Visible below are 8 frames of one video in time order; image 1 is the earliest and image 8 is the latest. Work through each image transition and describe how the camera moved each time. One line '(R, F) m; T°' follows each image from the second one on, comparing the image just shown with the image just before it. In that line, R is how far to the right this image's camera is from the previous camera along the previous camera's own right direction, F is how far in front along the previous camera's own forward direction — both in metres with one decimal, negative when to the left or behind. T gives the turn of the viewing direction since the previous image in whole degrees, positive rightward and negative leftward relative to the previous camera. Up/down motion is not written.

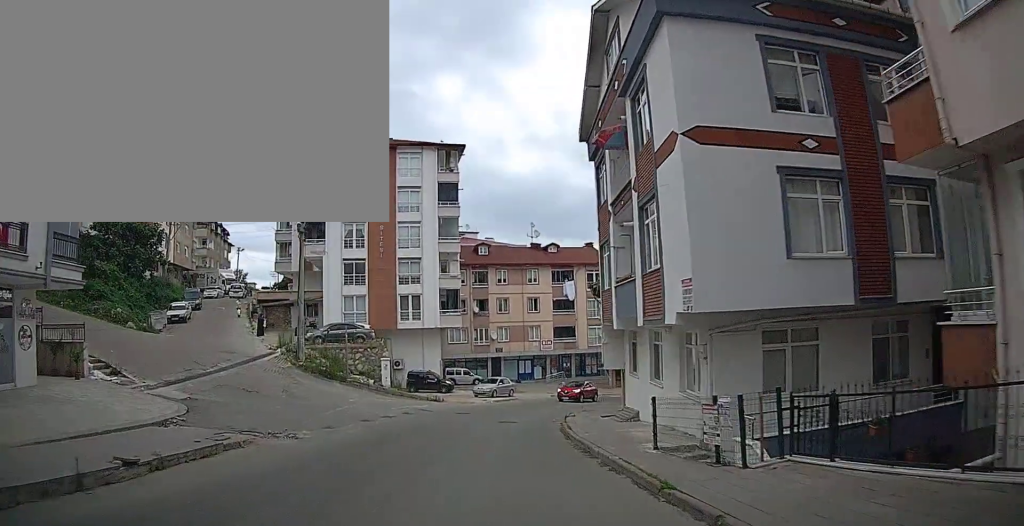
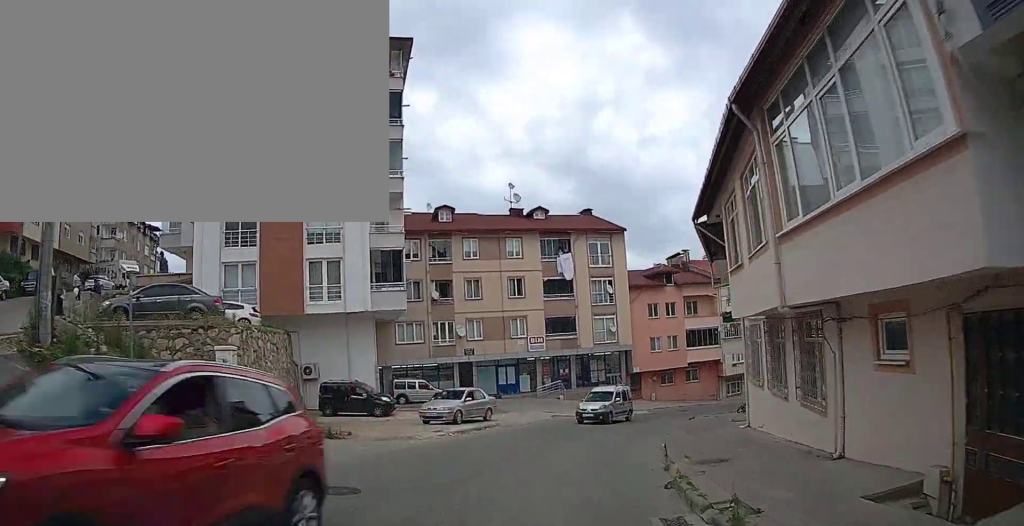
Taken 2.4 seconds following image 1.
(-0.5, +18.4) m; +3°
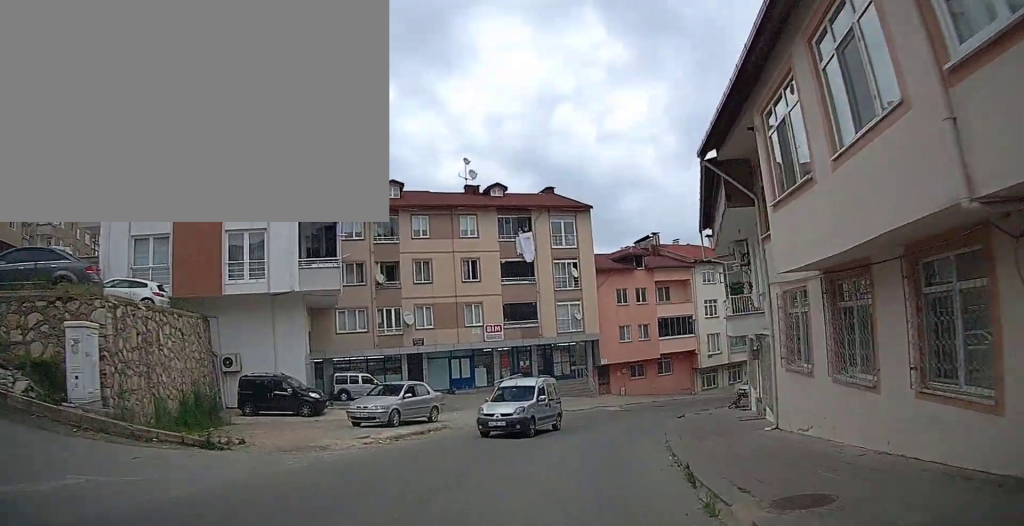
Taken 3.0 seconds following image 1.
(+0.2, +4.4) m; +4°
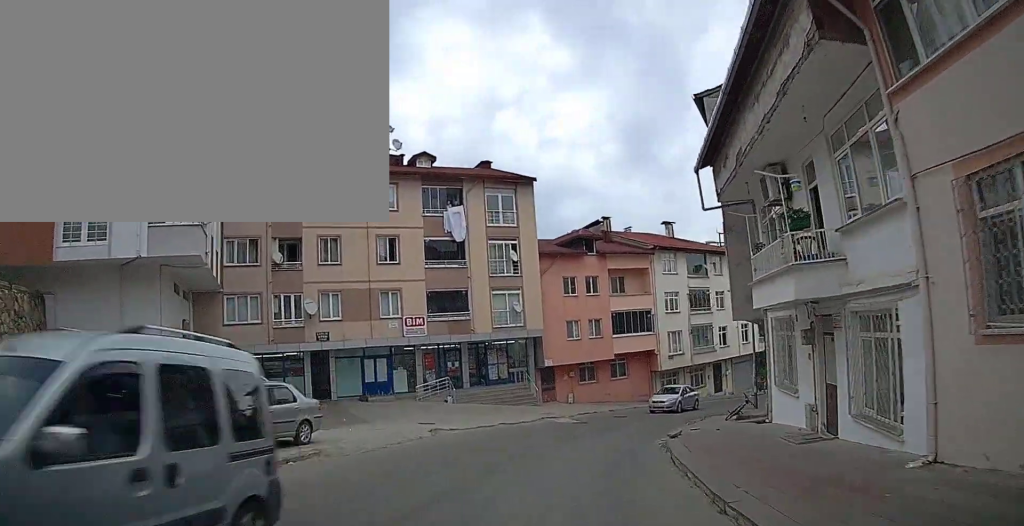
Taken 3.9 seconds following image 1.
(+0.4, +6.7) m; +7°
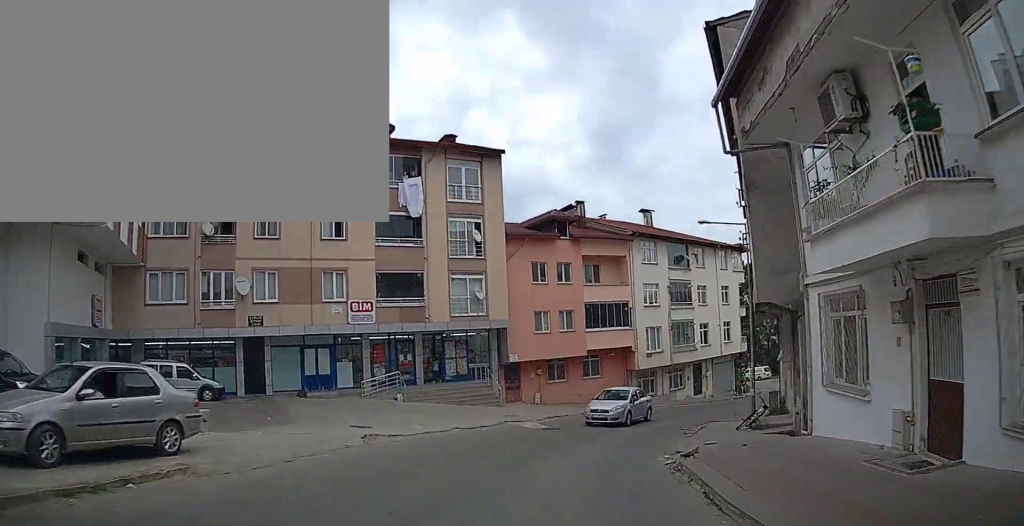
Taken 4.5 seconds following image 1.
(+0.1, +4.3) m; +5°
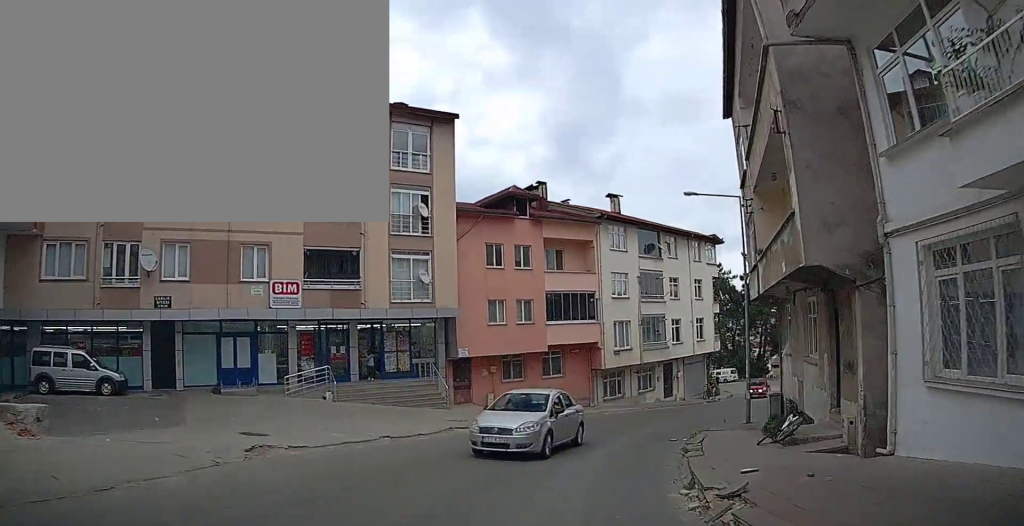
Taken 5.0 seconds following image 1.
(+0.2, +4.2) m; +4°
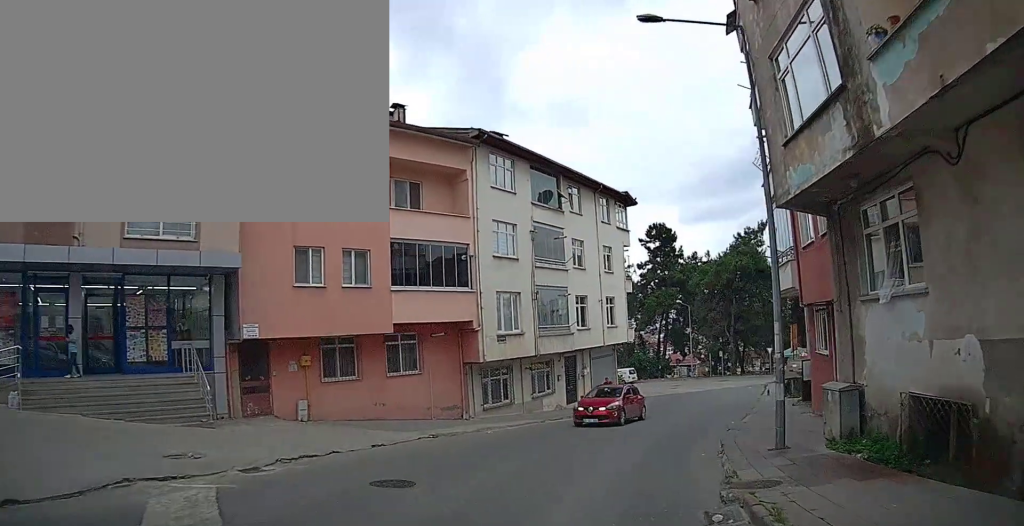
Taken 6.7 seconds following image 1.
(+1.2, +11.7) m; +16°
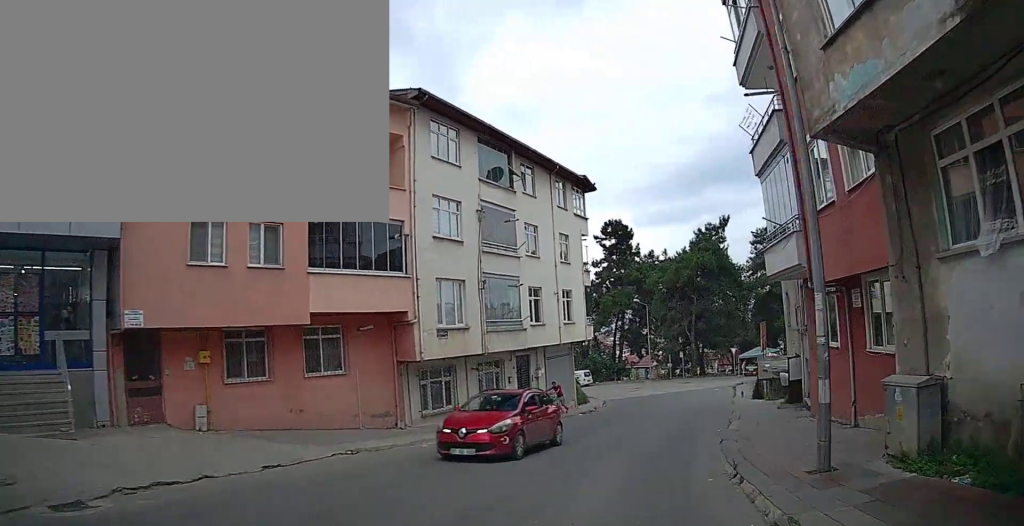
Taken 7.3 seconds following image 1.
(+0.4, +3.3) m; +8°
